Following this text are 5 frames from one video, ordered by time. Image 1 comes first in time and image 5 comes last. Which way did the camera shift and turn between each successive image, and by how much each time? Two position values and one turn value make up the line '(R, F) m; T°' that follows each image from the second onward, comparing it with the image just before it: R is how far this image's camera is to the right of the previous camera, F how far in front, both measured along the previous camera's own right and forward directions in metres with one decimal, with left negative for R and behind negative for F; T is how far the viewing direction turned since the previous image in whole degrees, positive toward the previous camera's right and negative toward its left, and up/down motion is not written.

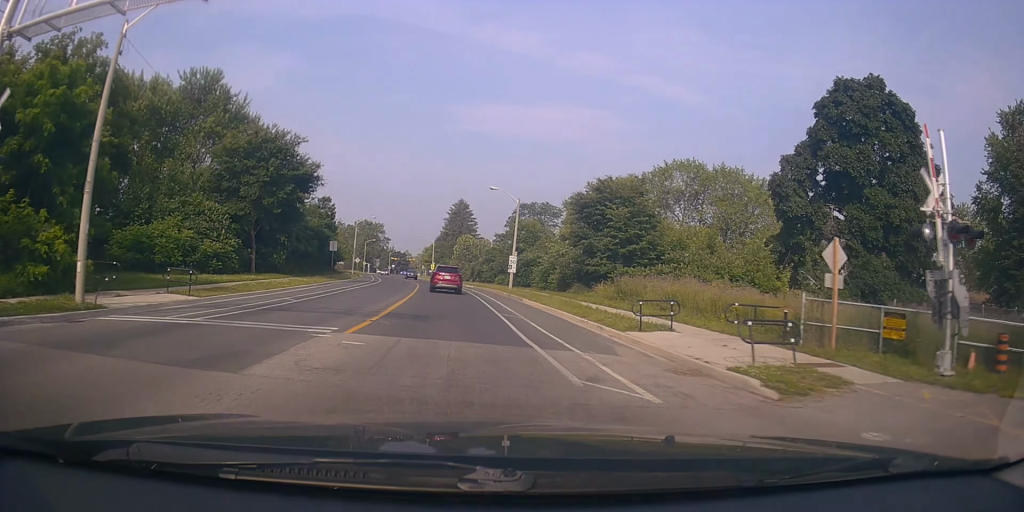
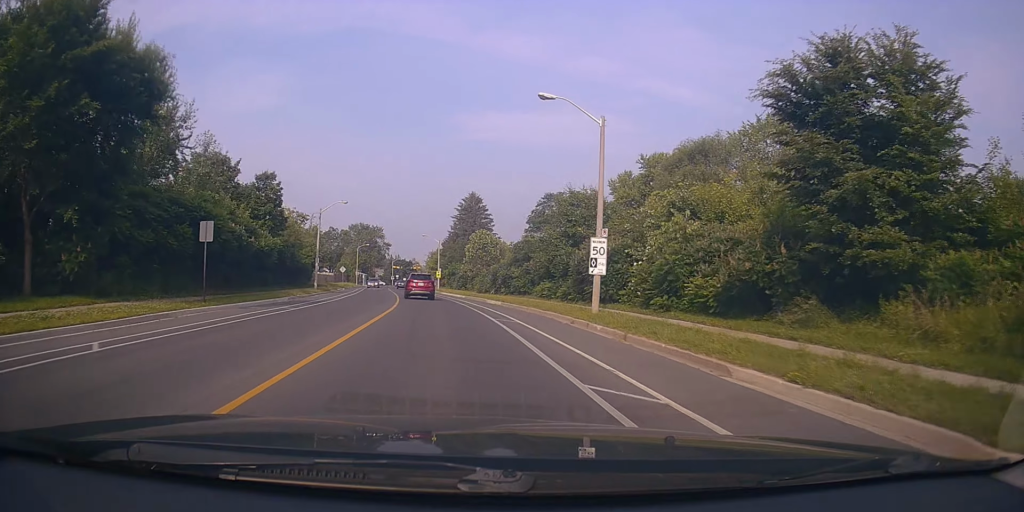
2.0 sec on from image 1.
(+0.4, +23.9) m; 0°
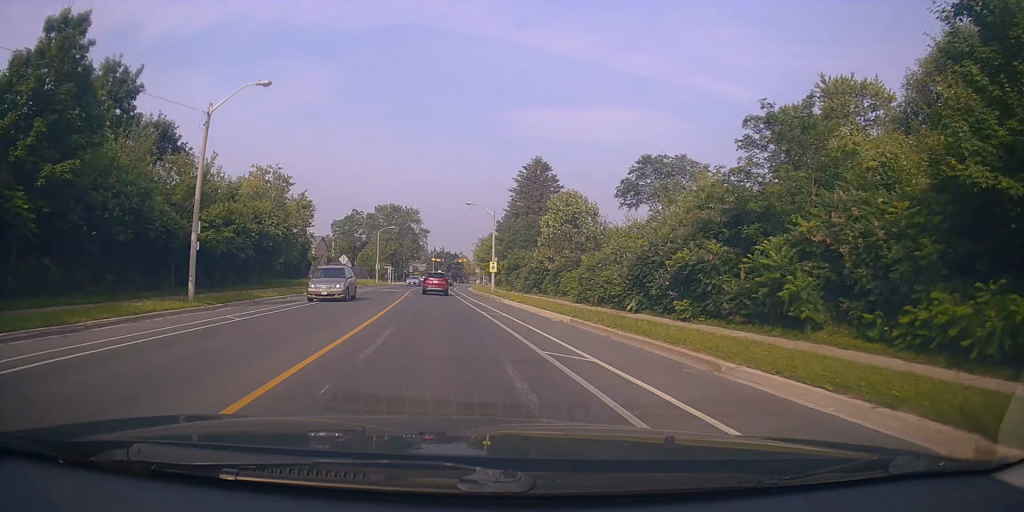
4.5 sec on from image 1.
(-1.2, +34.2) m; -4°
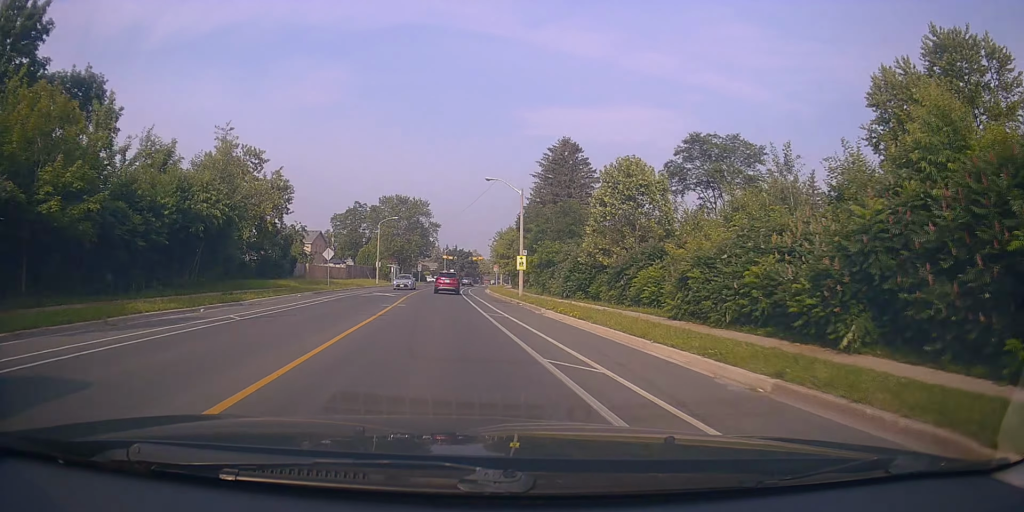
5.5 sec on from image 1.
(-0.3, +12.4) m; -2°
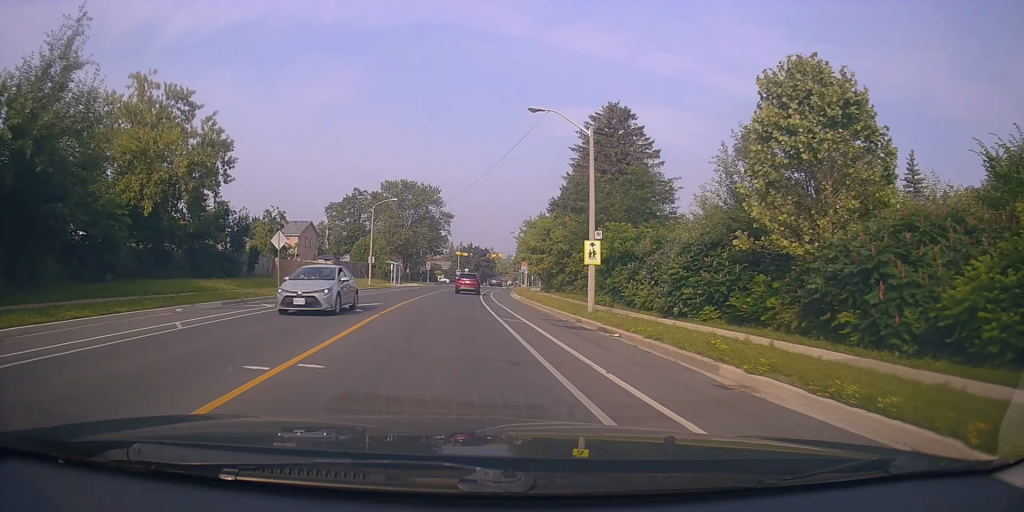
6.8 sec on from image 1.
(-0.2, +16.9) m; -1°
